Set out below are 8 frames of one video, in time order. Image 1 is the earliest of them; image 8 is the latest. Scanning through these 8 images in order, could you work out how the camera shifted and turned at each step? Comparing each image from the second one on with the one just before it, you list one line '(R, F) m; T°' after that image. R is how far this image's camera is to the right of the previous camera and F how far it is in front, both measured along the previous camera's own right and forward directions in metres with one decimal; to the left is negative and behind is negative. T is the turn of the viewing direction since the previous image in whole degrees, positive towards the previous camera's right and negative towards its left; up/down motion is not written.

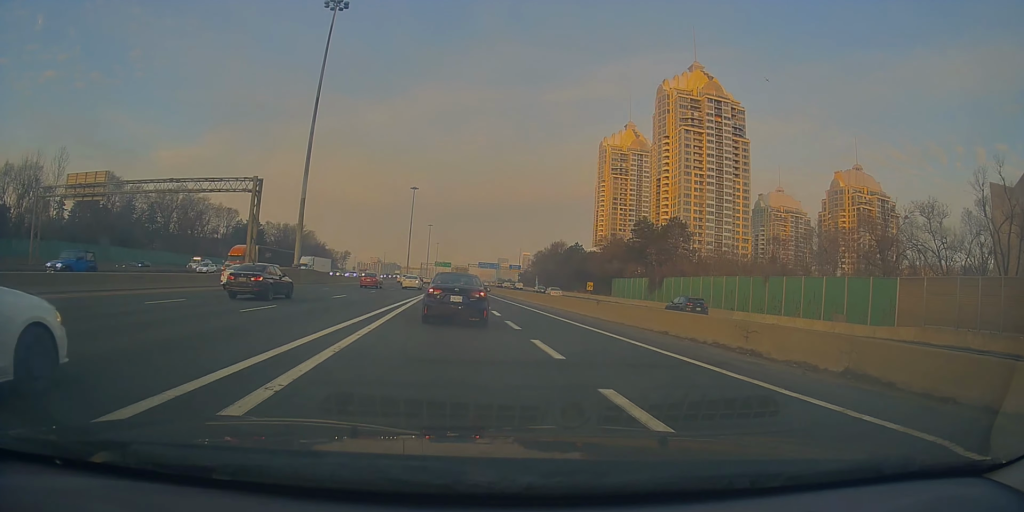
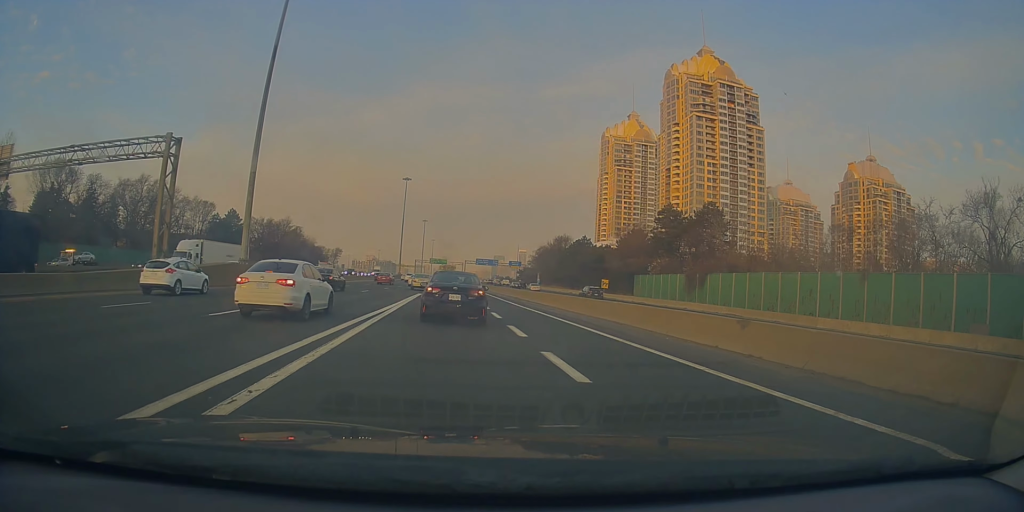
(+1.0, +14.9) m; +4°
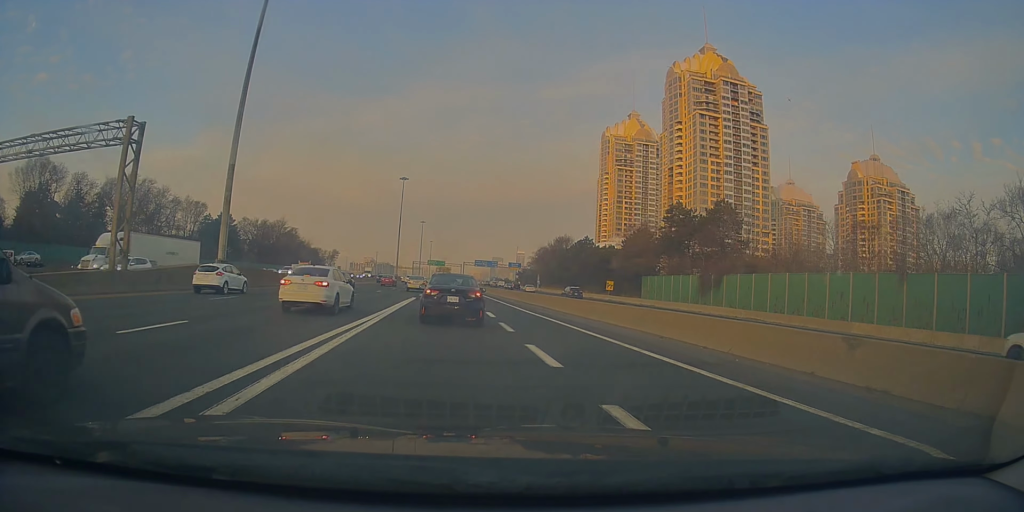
(+0.1, +4.5) m; -1°
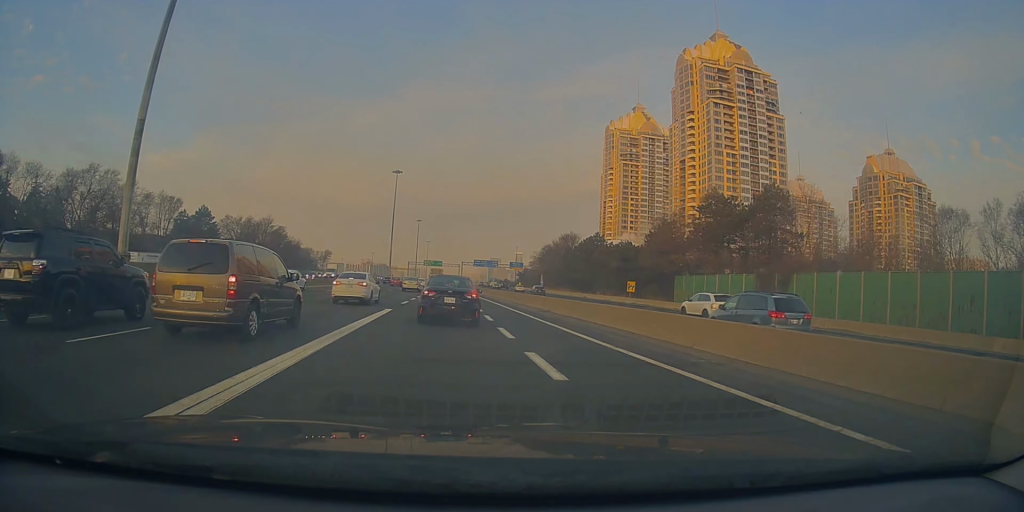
(-0.9, +13.0) m; -4°
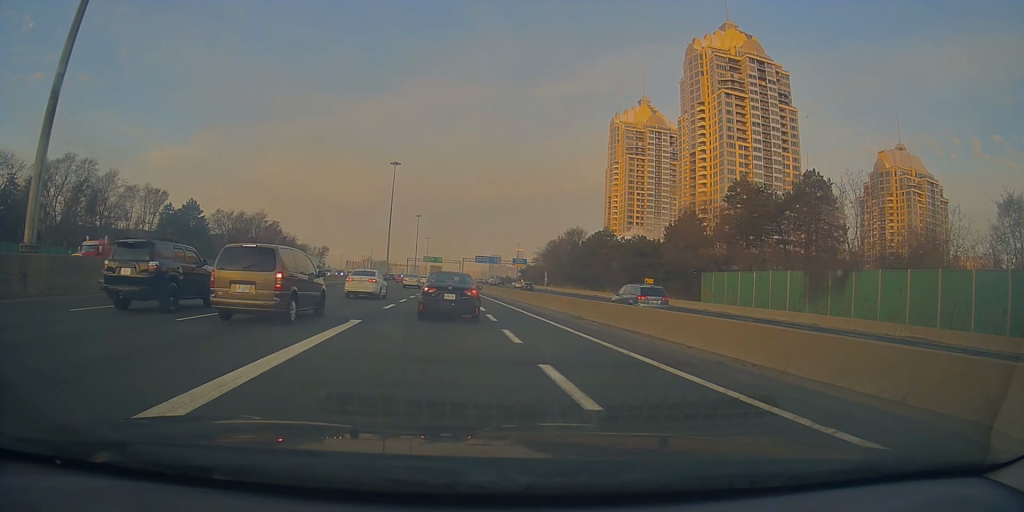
(+0.2, +7.3) m; -1°
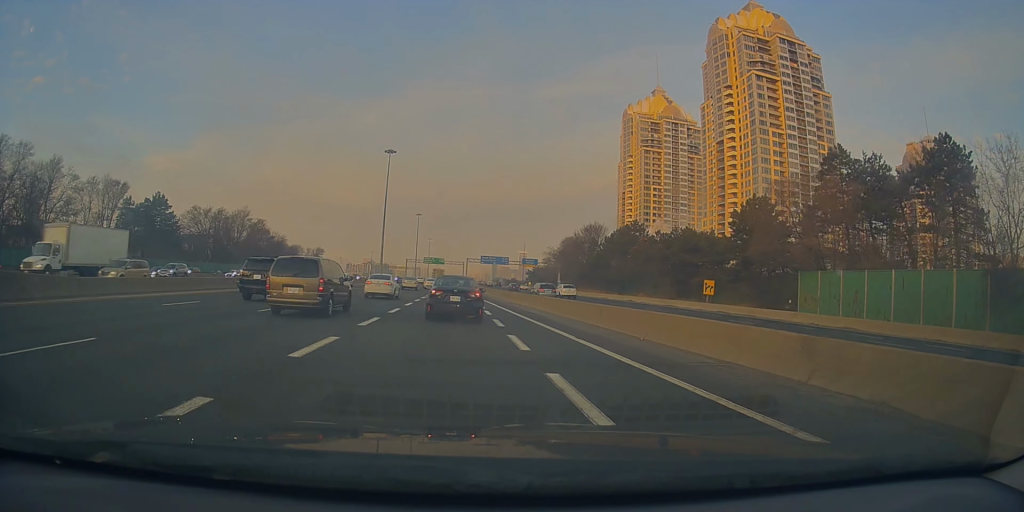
(+0.4, +18.1) m; +4°
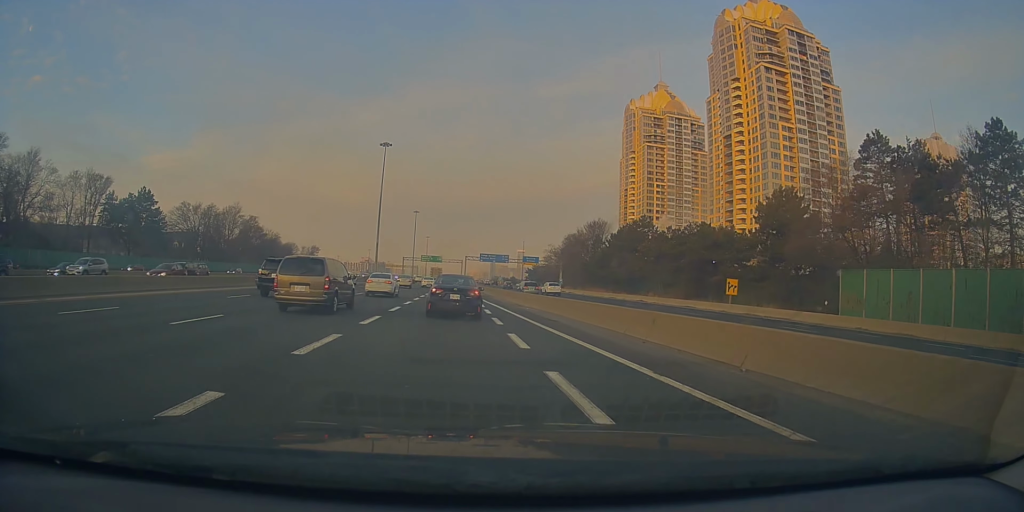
(0.0, +5.7) m; 0°
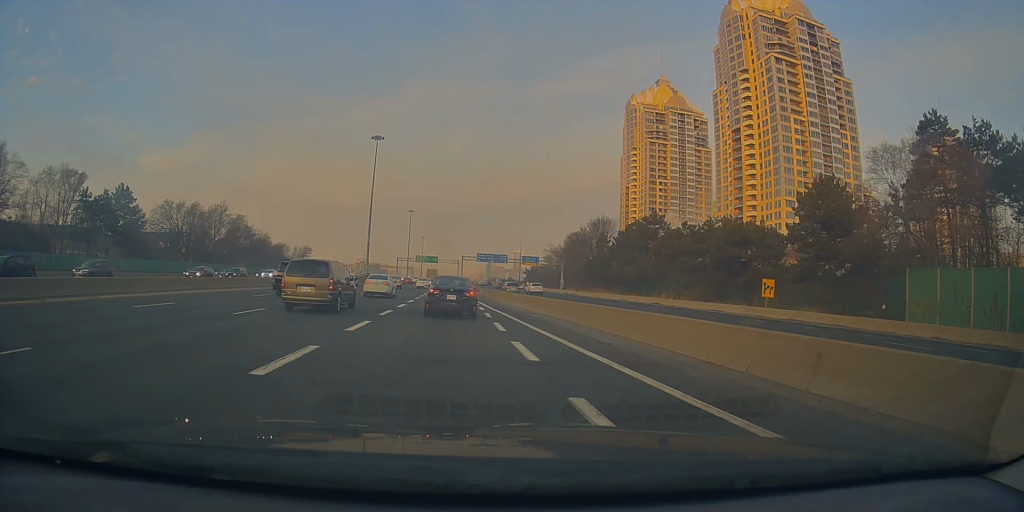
(-0.2, +7.5) m; -1°
